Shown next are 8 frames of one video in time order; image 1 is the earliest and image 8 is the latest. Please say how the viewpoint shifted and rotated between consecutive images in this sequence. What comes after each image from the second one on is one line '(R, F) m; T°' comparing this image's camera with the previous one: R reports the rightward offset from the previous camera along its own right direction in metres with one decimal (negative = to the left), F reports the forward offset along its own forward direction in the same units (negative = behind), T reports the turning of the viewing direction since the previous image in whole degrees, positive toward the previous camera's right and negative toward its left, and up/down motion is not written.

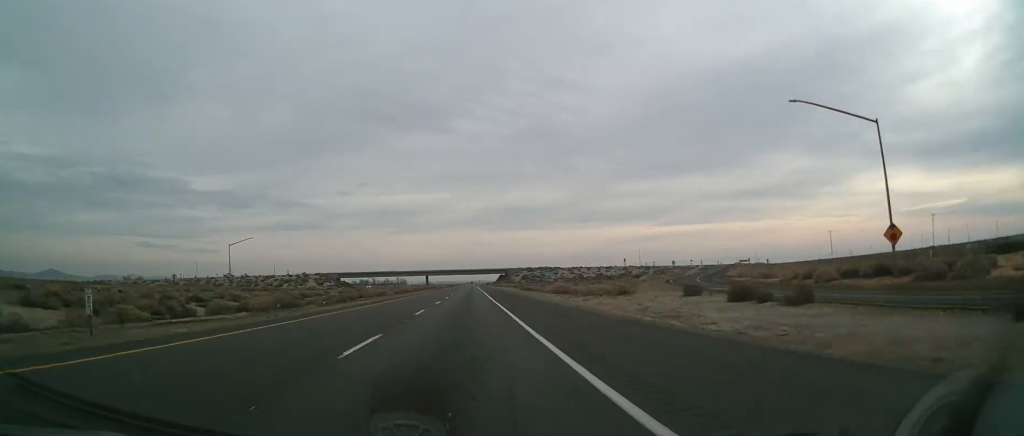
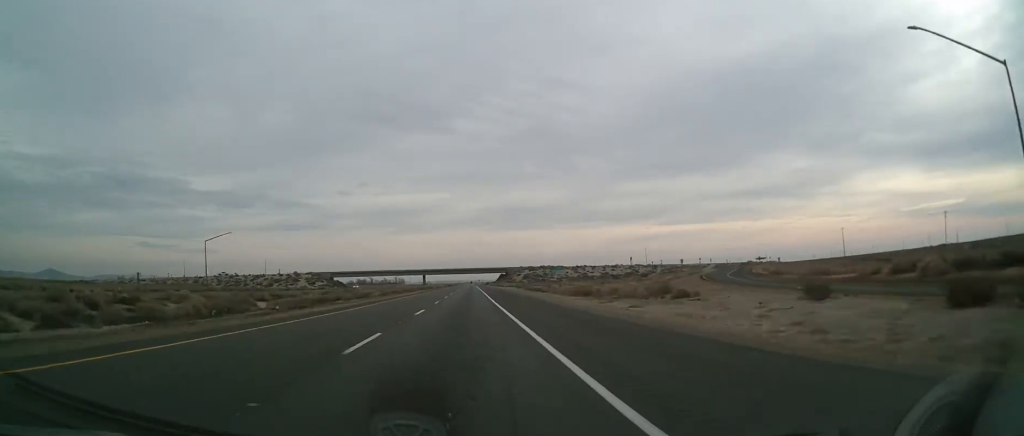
(+0.2, +14.0) m; 0°
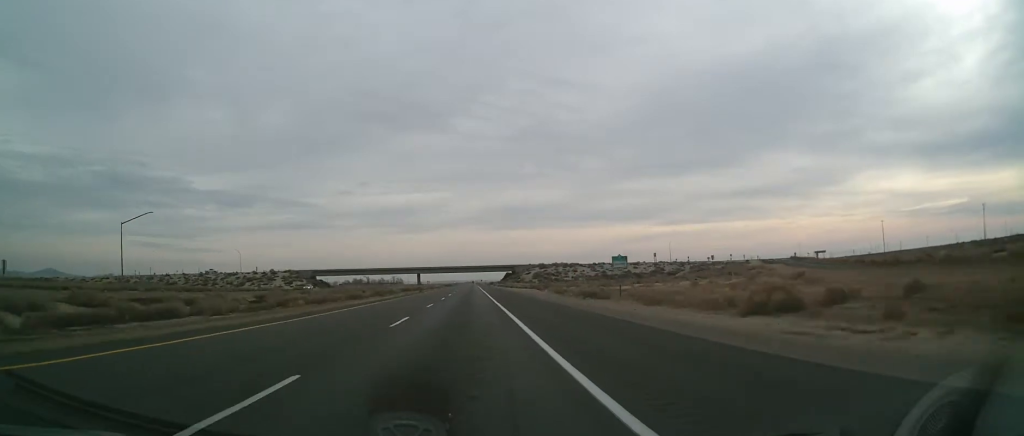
(-0.2, +36.9) m; 0°
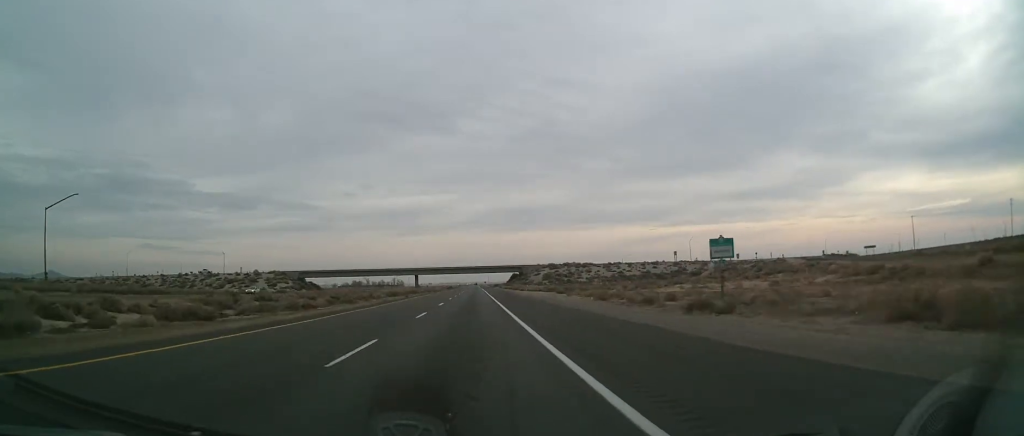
(+0.1, +22.9) m; 0°
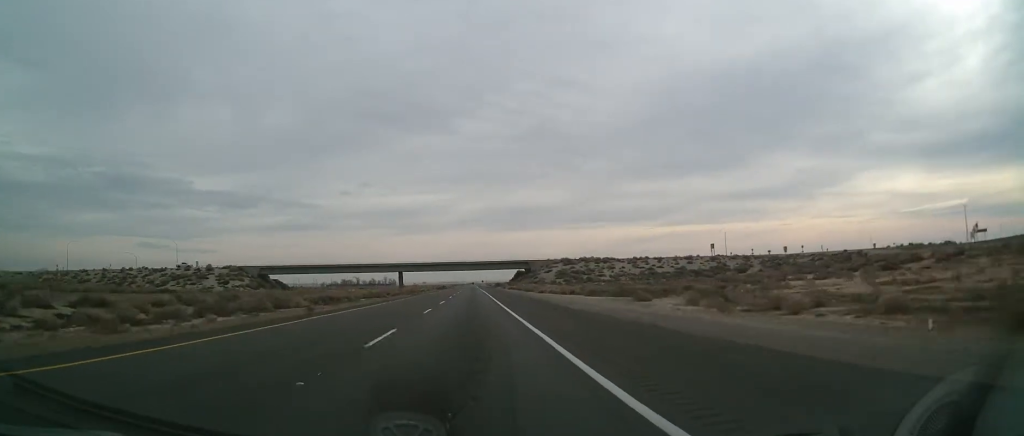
(+0.1, +41.1) m; 0°
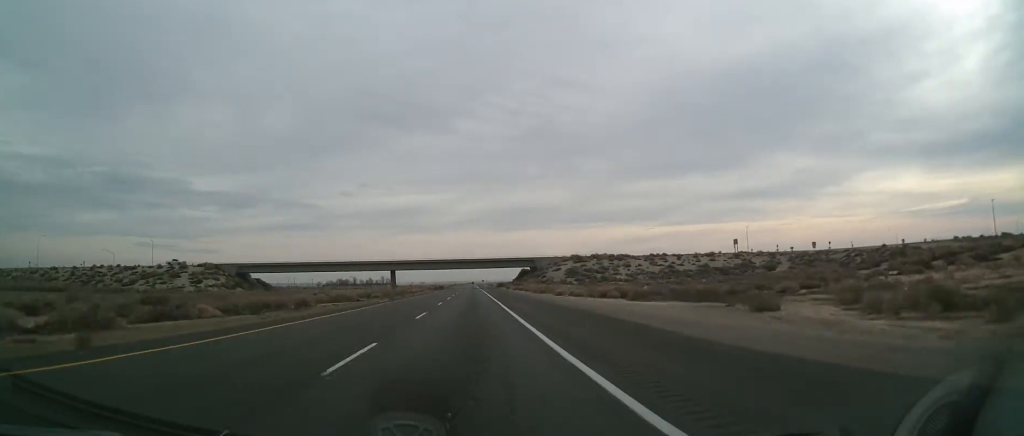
(0.0, +18.2) m; 0°
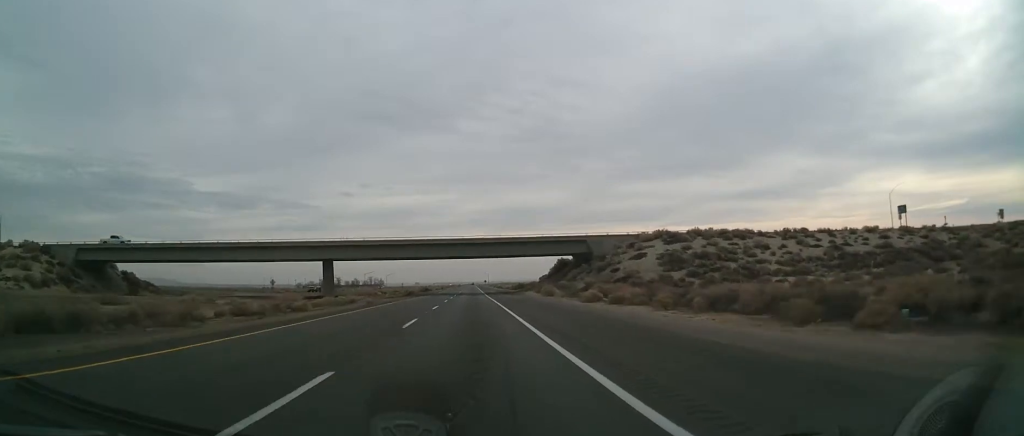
(0.0, +77.2) m; 0°
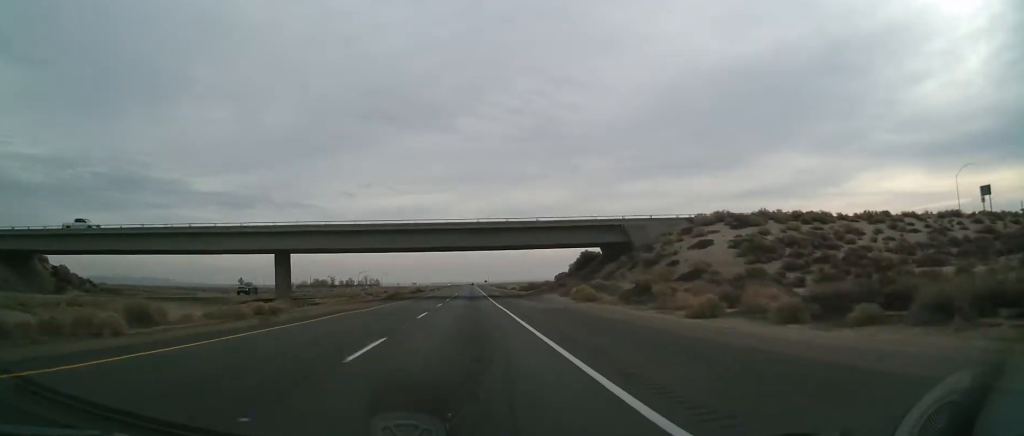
(0.0, +22.8) m; 0°
